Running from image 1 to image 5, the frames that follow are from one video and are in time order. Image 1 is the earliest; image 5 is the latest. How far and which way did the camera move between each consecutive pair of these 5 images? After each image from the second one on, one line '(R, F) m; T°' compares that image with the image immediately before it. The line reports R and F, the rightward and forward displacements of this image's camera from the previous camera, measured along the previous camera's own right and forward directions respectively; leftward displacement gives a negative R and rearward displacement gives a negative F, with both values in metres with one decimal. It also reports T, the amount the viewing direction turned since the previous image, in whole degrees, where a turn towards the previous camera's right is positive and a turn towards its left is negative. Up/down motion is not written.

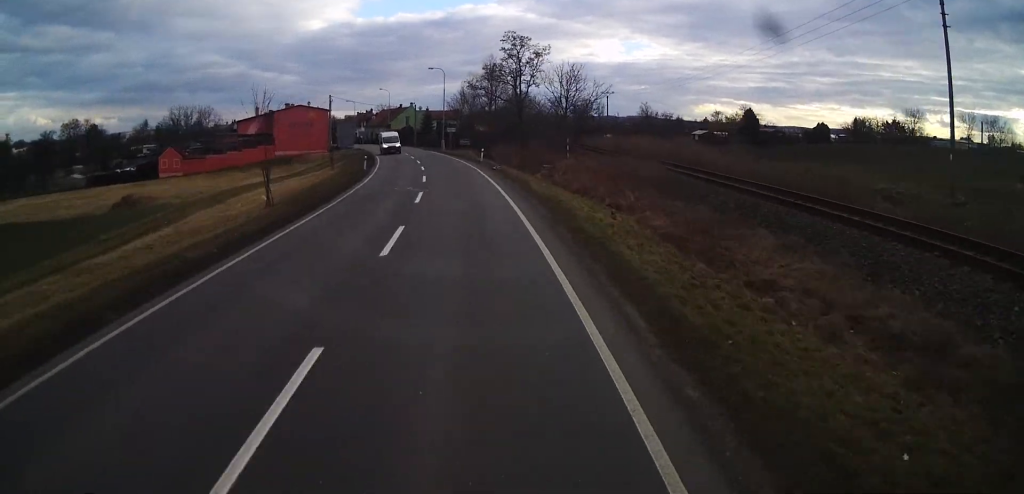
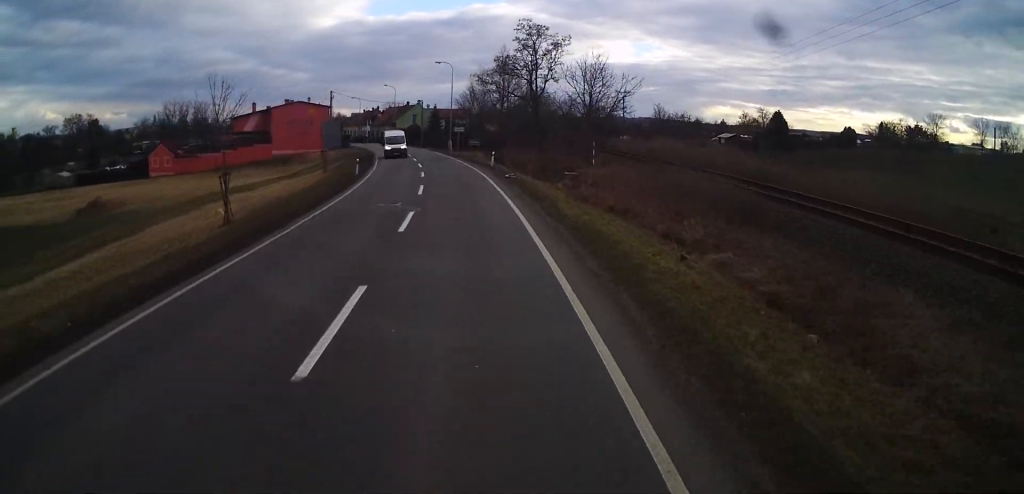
(-0.1, +6.2) m; -1°
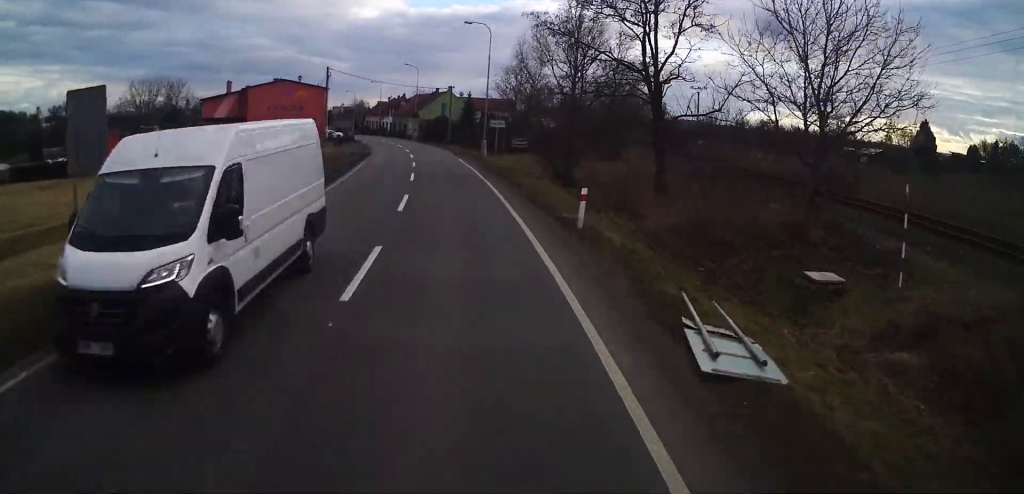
(-0.8, +25.1) m; -3°
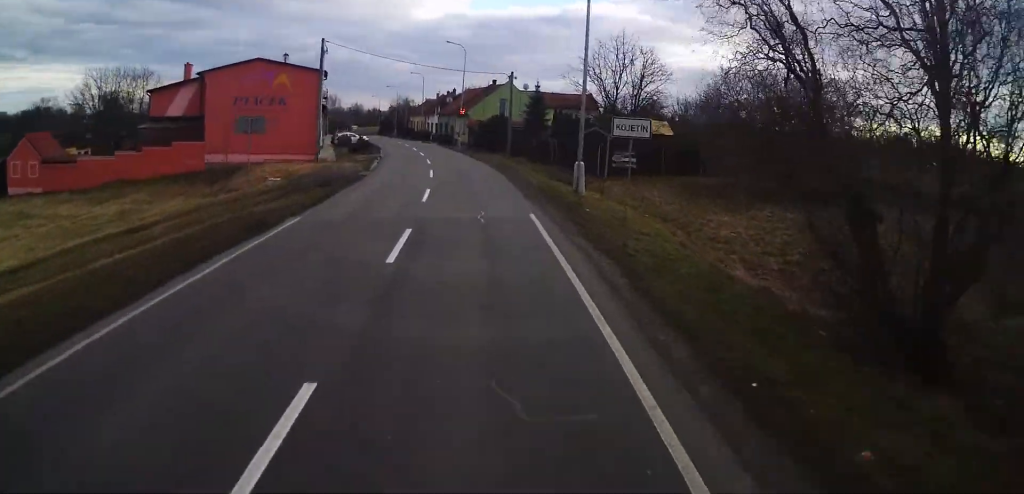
(-1.0, +25.0) m; -6°
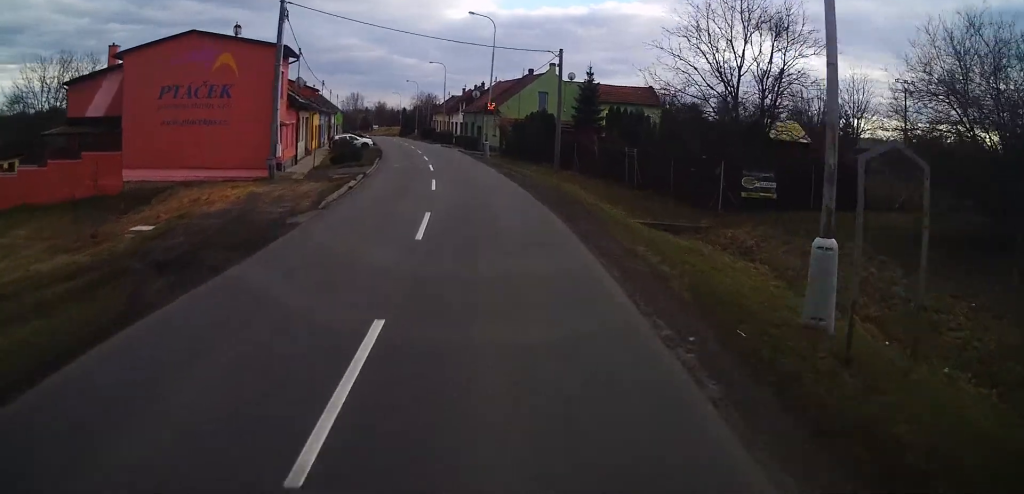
(-0.5, +15.7) m; -3°
